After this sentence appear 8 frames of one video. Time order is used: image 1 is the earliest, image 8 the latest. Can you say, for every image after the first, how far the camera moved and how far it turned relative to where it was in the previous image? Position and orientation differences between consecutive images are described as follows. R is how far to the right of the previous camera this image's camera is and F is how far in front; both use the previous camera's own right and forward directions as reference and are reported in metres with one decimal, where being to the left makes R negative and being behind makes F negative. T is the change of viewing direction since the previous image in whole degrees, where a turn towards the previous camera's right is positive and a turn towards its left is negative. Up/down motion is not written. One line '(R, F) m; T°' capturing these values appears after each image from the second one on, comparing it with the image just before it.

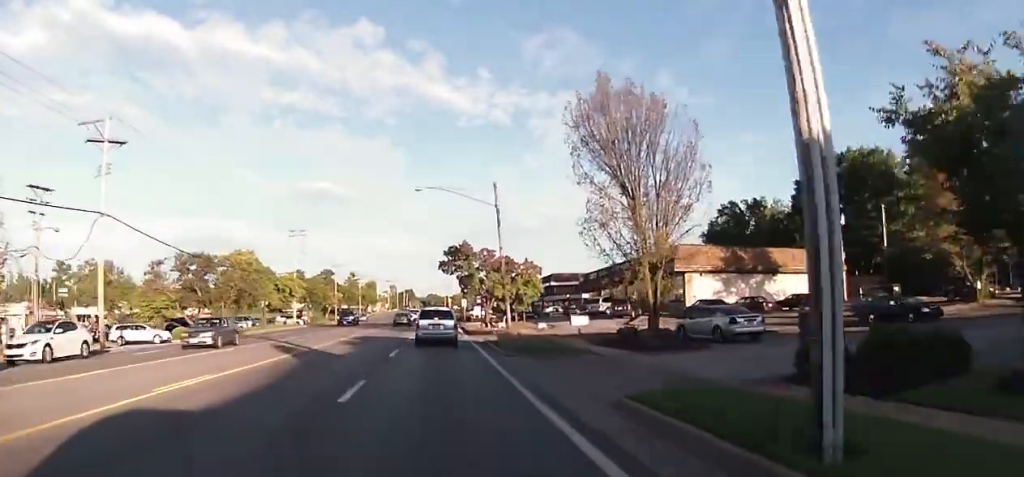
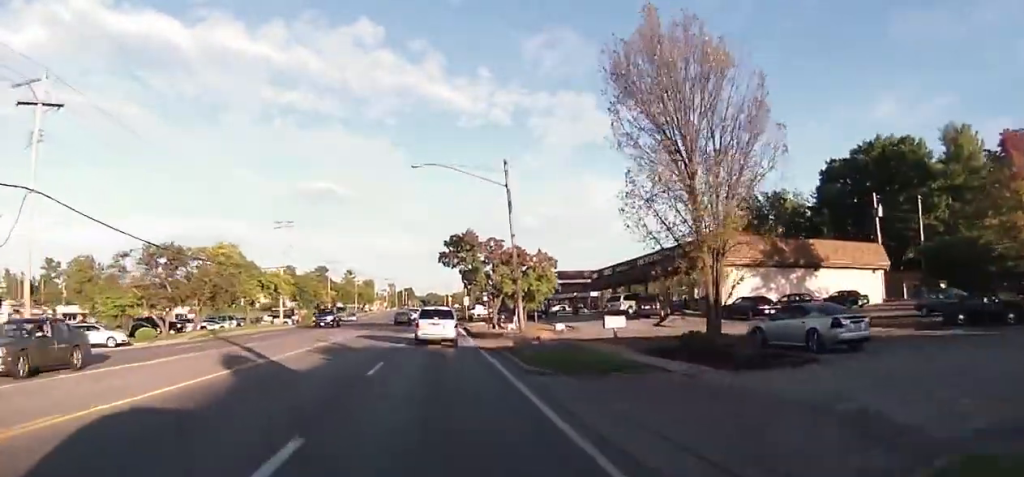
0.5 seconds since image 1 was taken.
(-0.2, +7.1) m; 0°
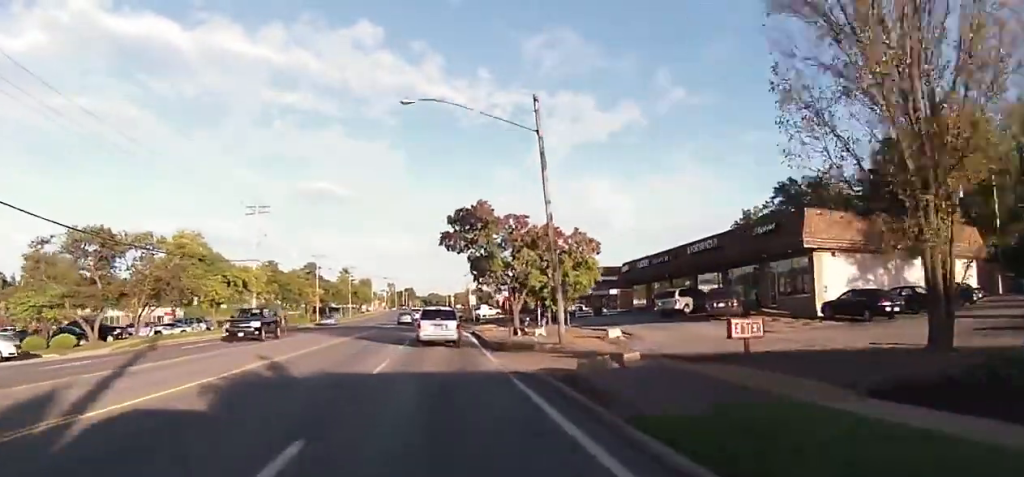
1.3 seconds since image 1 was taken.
(-0.1, +12.2) m; +1°
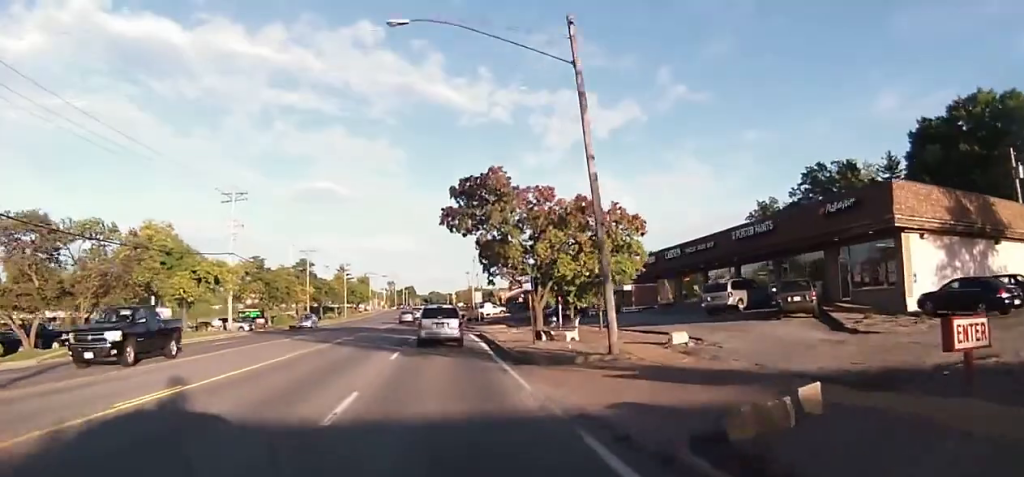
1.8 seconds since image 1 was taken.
(+0.1, +7.6) m; +1°
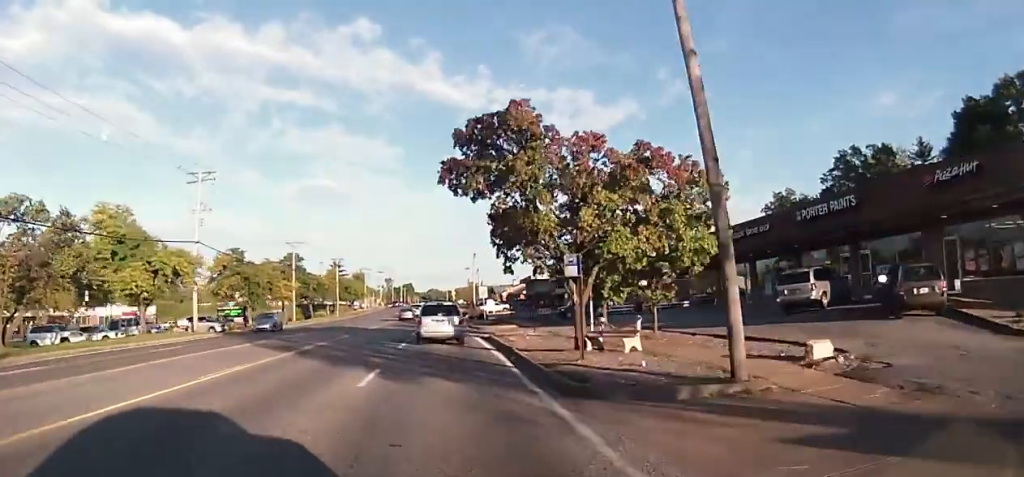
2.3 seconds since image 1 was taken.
(+0.1, +8.1) m; 0°
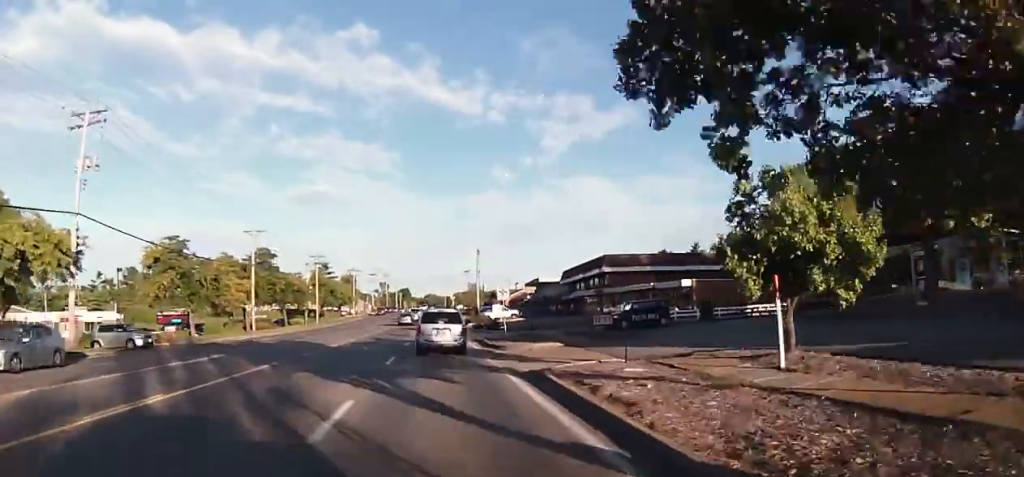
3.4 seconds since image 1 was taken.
(-0.1, +17.2) m; -1°
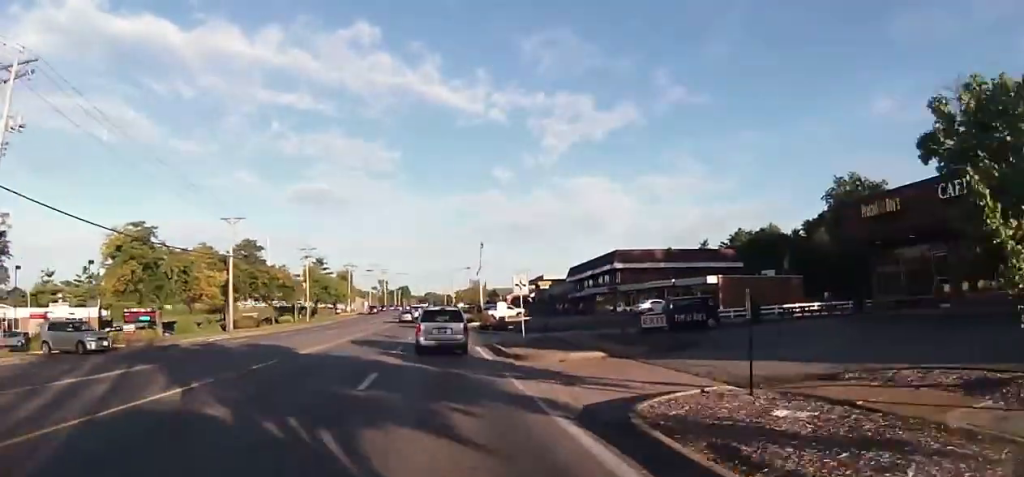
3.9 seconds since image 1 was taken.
(-0.1, +7.1) m; -1°
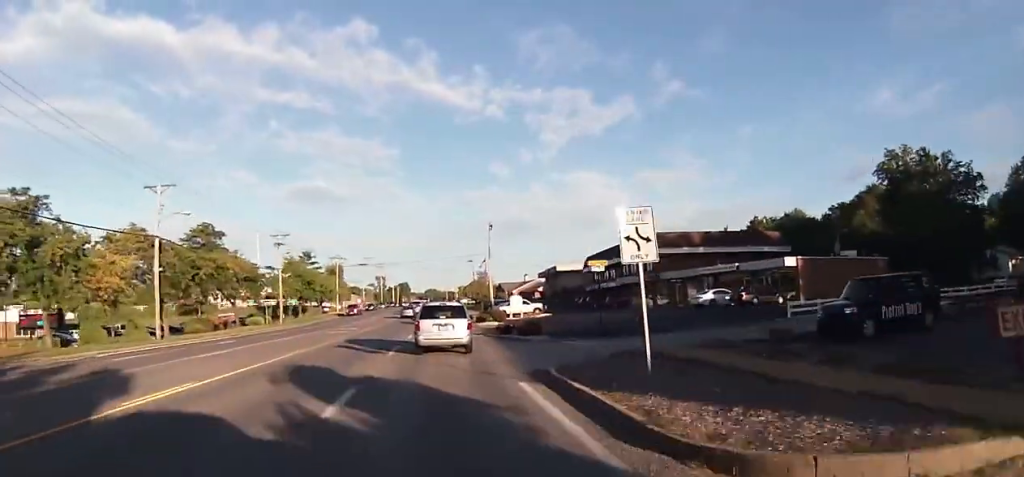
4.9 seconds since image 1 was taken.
(0.0, +15.9) m; 0°
